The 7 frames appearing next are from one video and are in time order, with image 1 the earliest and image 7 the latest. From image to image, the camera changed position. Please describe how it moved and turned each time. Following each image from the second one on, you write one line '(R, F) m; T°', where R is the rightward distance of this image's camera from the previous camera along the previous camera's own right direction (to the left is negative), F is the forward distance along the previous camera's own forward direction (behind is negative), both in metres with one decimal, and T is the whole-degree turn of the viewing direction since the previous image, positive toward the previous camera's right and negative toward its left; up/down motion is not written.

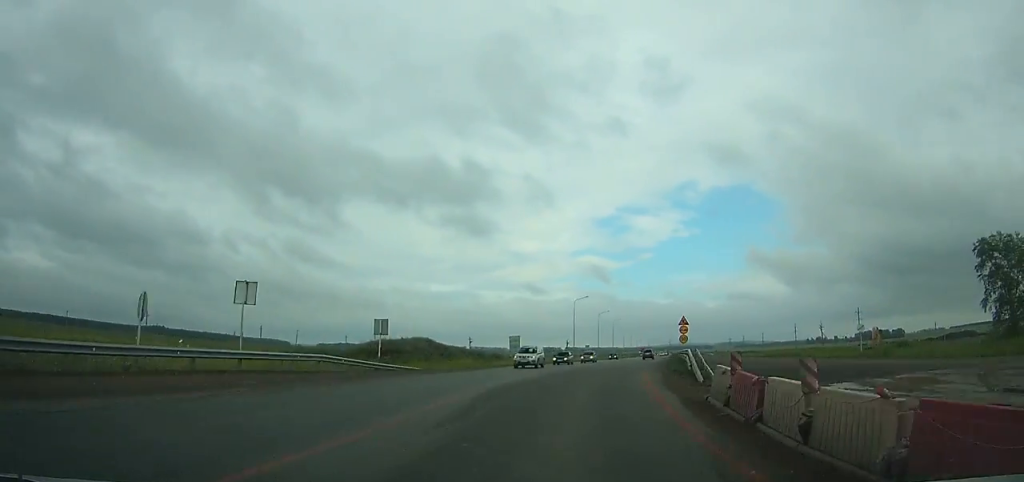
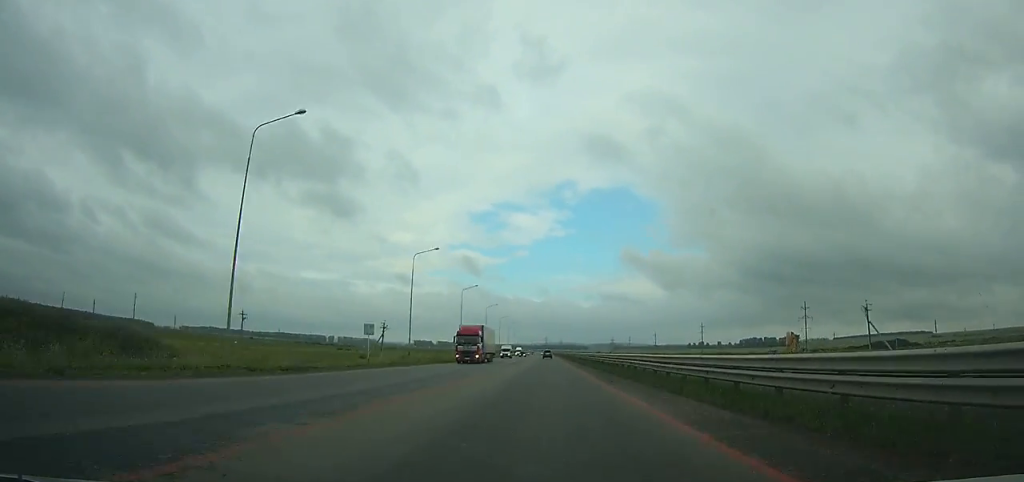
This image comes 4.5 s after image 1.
(+3.9, +81.7) m; +6°
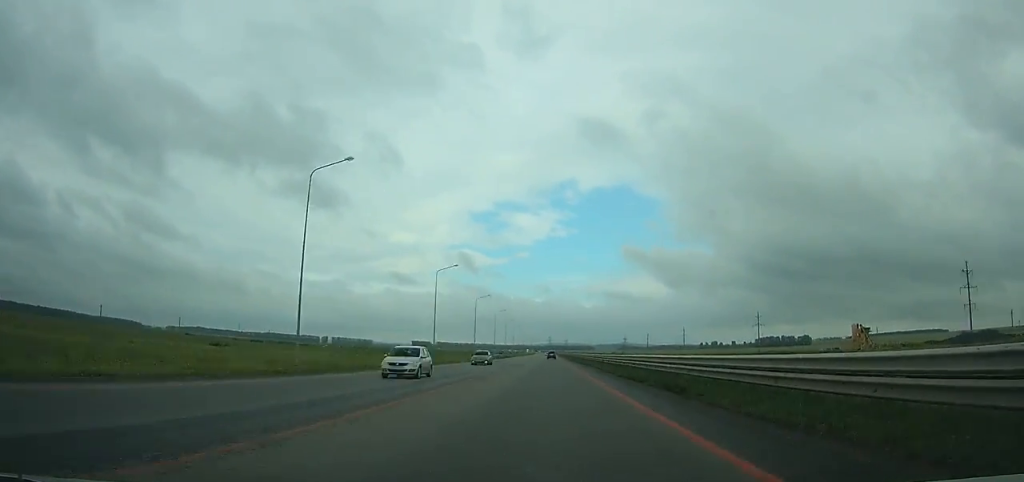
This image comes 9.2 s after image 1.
(+1.4, +95.4) m; +1°
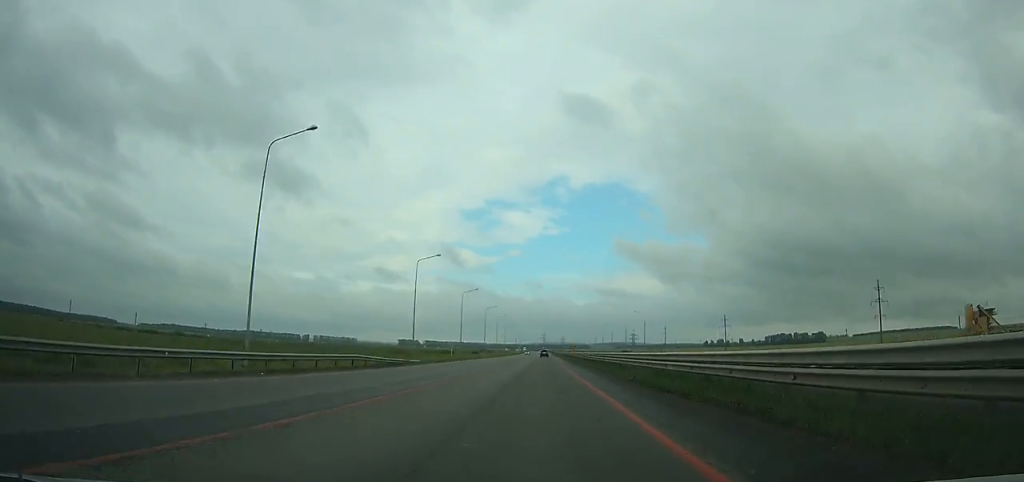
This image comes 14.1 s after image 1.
(-0.3, +110.6) m; 0°
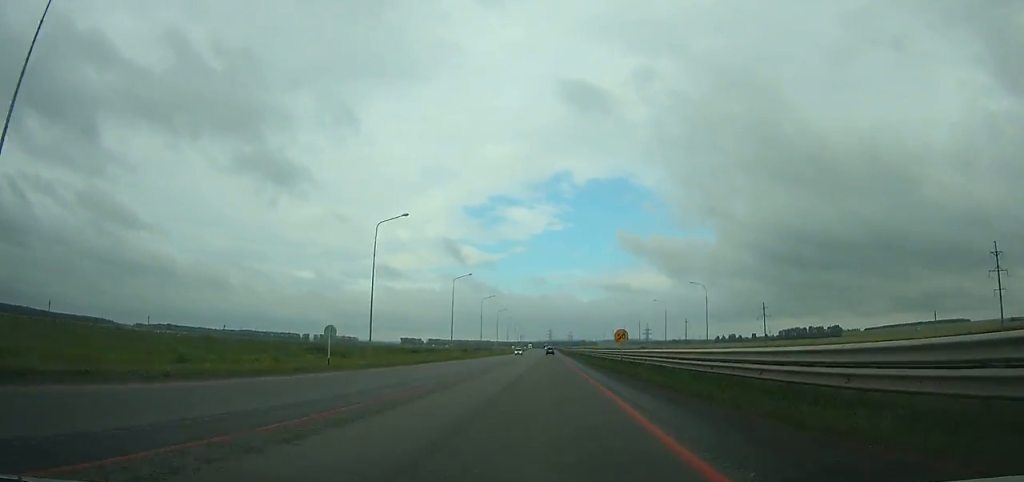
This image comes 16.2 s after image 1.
(0.0, +51.5) m; 0°
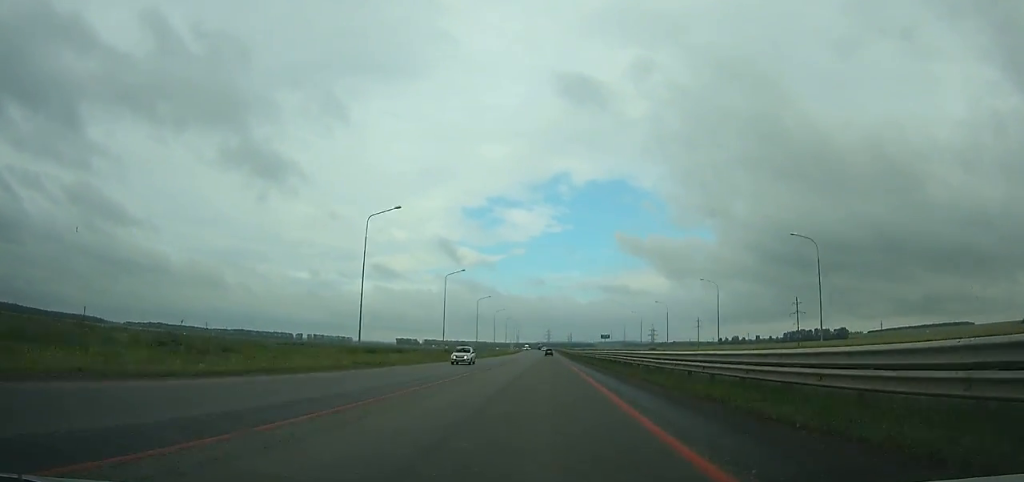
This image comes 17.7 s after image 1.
(0.0, +37.8) m; 0°
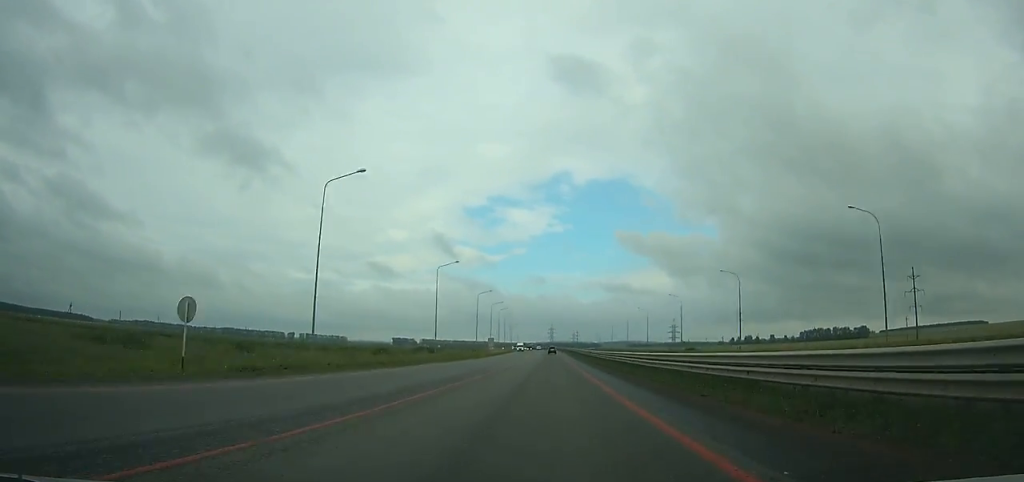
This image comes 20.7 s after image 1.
(0.0, +78.7) m; 0°
